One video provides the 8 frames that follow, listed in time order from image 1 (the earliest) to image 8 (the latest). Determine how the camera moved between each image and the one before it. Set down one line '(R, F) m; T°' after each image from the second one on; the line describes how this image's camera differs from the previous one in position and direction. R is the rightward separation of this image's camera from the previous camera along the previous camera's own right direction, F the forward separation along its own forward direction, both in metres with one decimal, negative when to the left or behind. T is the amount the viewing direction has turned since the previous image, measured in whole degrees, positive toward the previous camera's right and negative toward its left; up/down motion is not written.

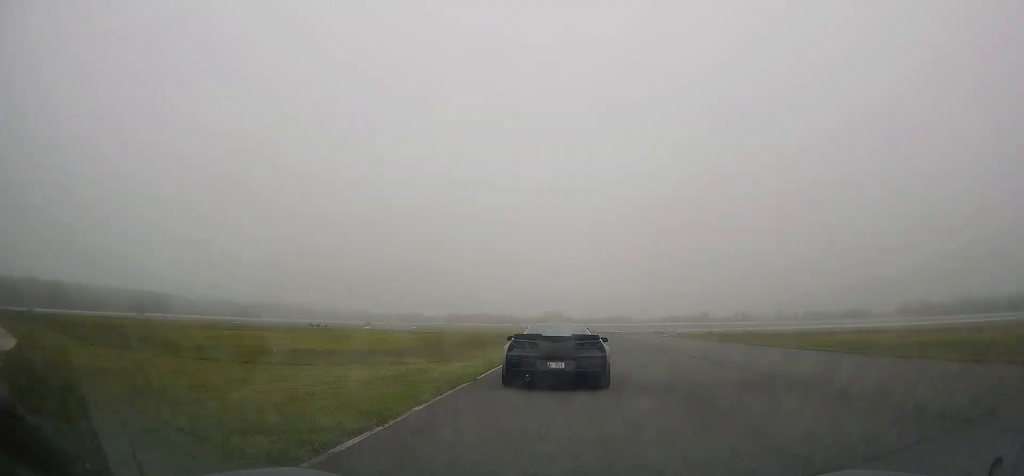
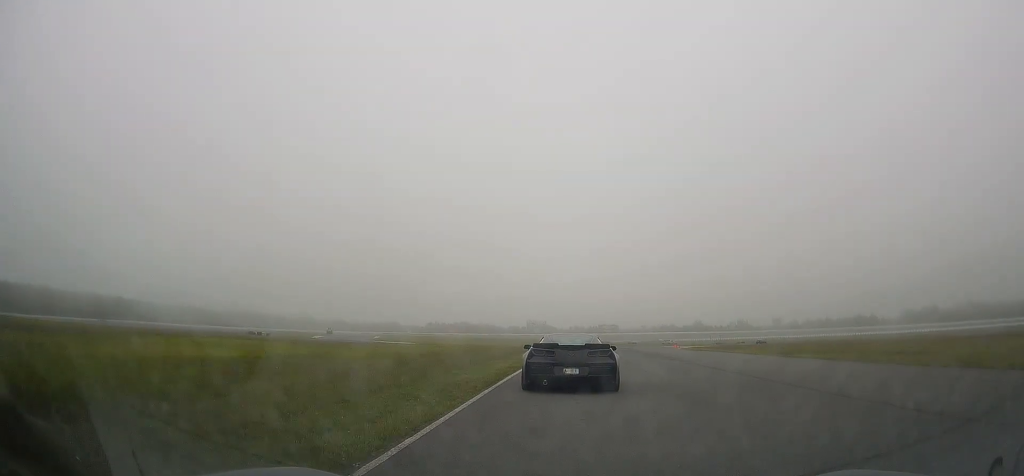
(+0.5, +30.3) m; +3°
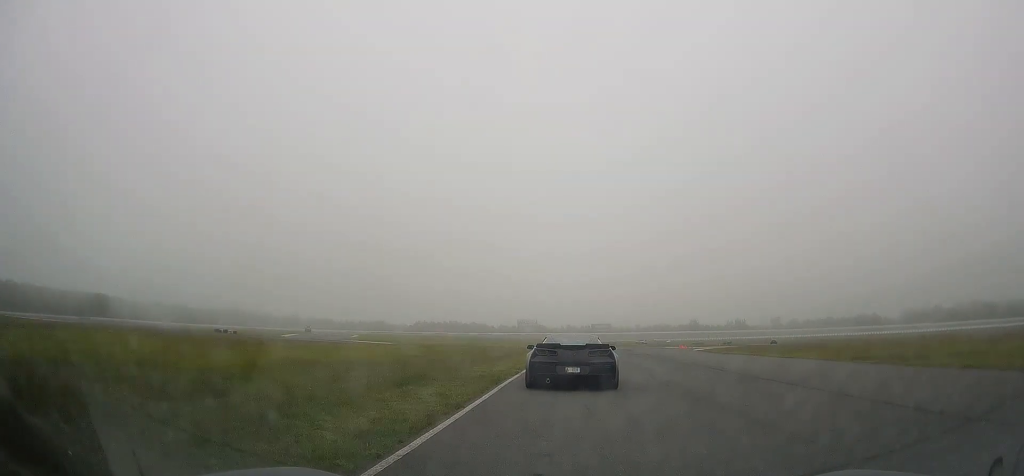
(+0.2, +13.6) m; +1°
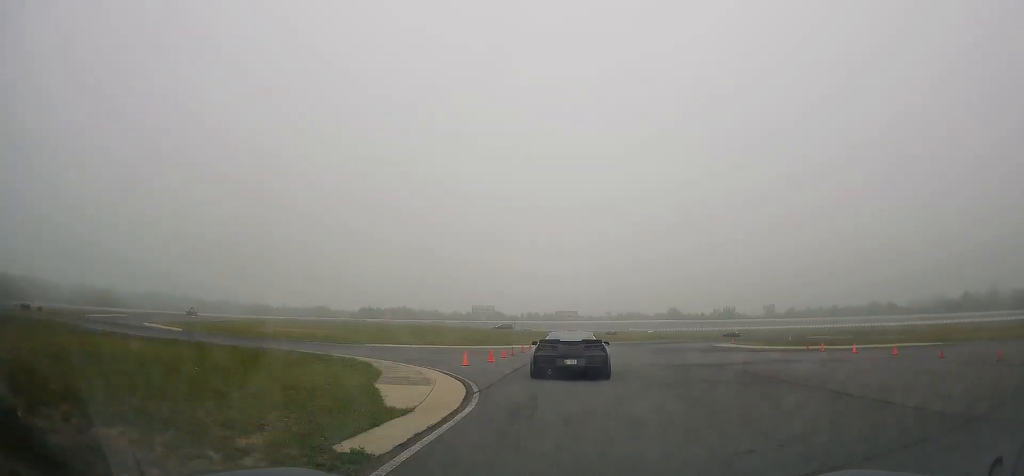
(+1.4, +58.5) m; +4°
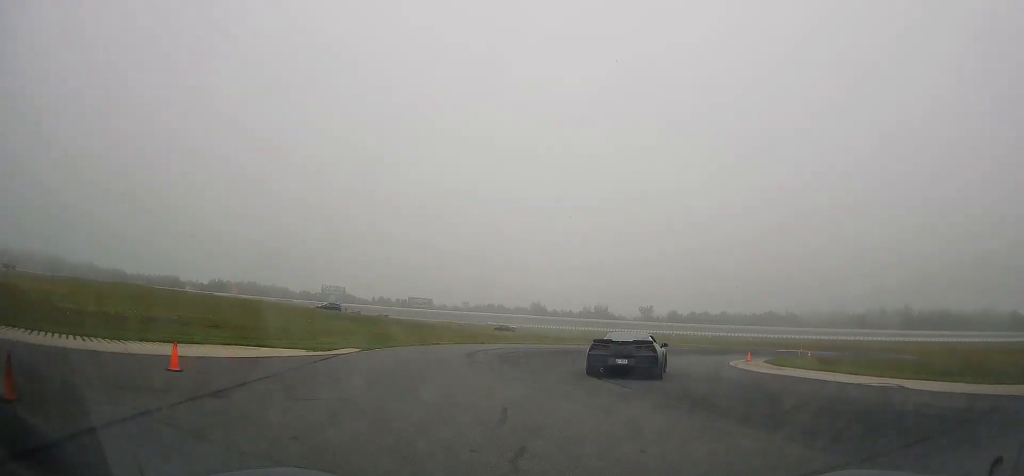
(+2.3, +35.3) m; +16°
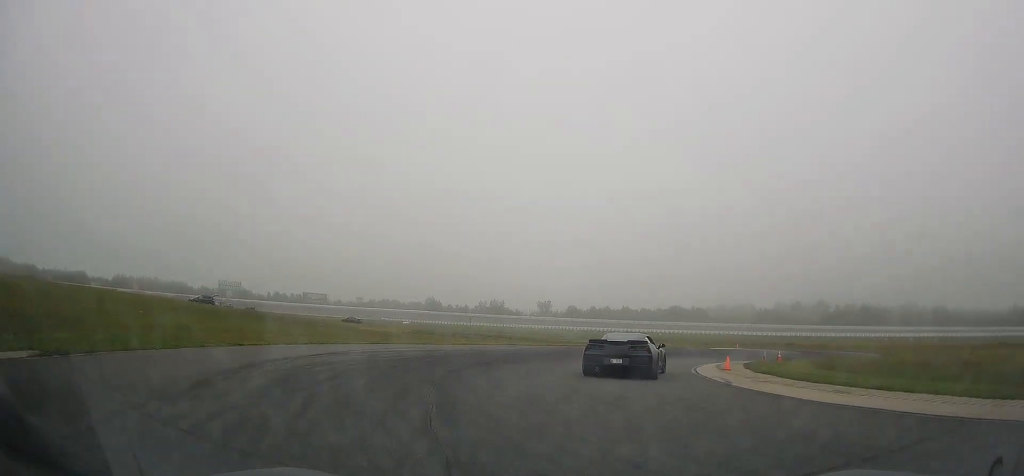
(+1.7, +10.9) m; +10°
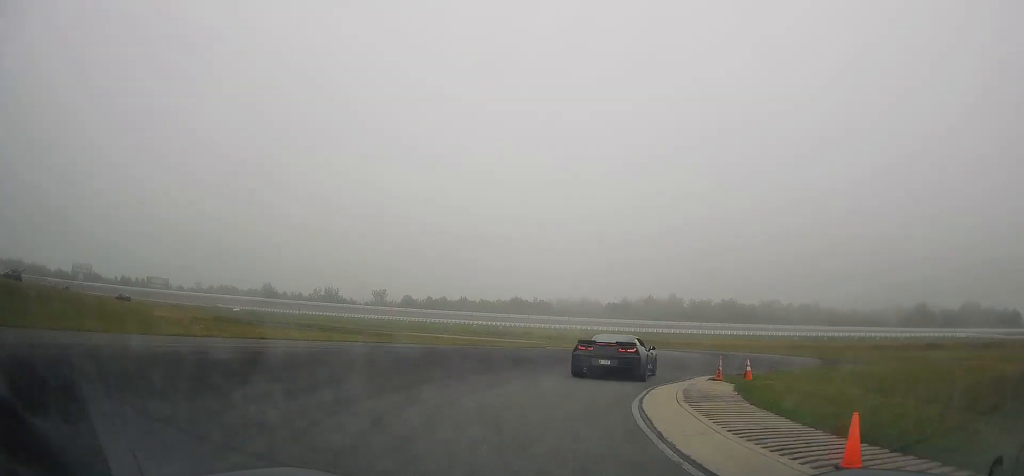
(+1.9, +15.3) m; +13°
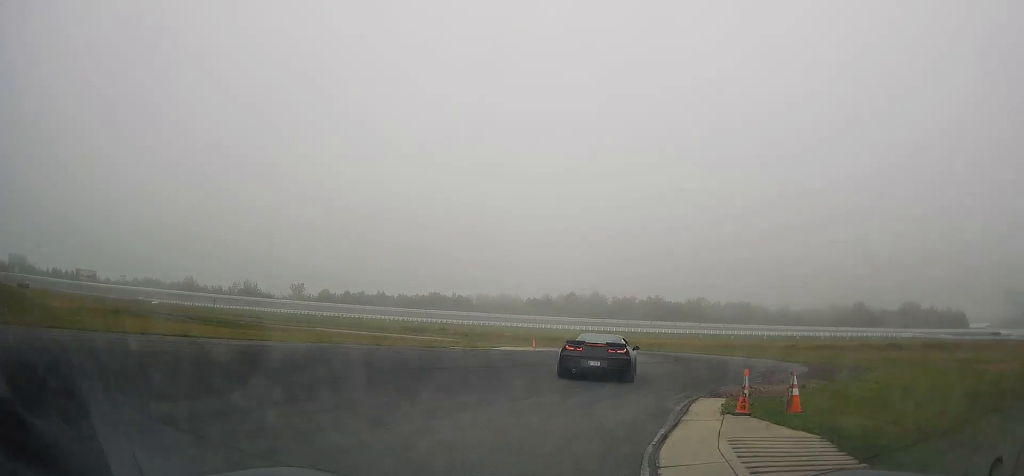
(+0.9, +7.9) m; +4°
